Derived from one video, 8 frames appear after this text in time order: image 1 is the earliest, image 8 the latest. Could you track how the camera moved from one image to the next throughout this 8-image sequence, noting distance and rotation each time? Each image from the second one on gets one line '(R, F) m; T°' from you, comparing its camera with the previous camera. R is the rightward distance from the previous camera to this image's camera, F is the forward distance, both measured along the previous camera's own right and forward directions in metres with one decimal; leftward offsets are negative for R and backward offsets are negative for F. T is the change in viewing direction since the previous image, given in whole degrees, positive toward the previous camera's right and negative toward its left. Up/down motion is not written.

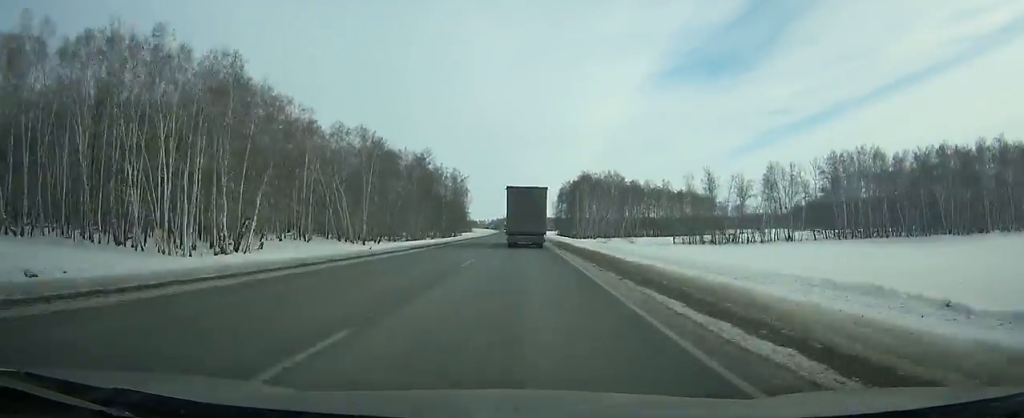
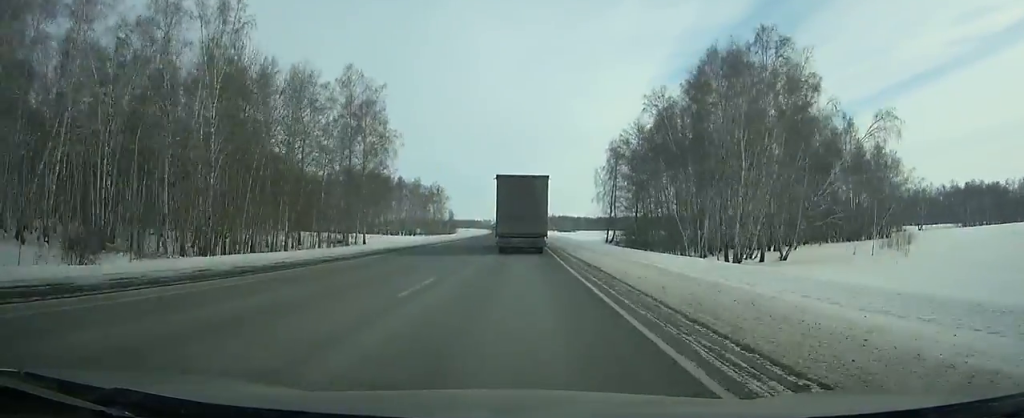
(-0.5, +136.4) m; -1°
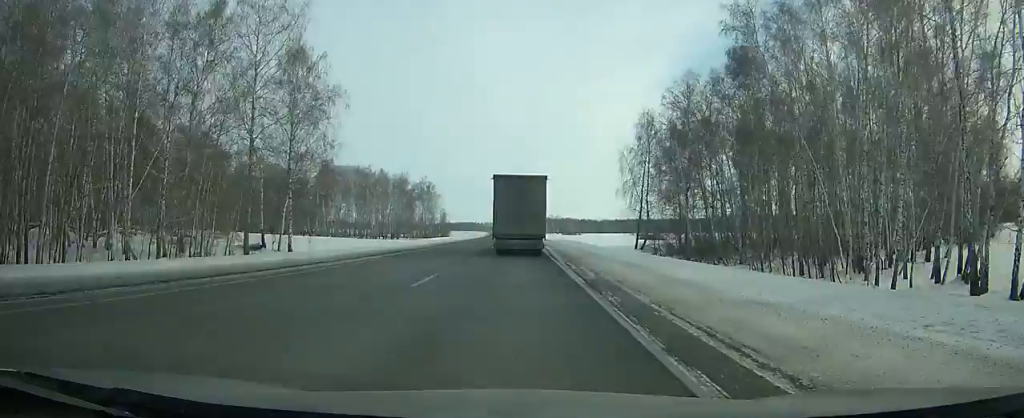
(0.0, +30.4) m; 0°
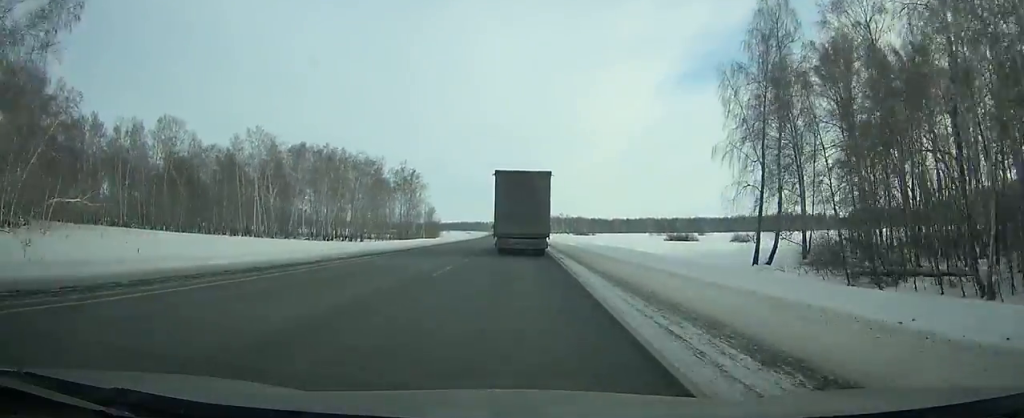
(-0.2, +45.8) m; -1°
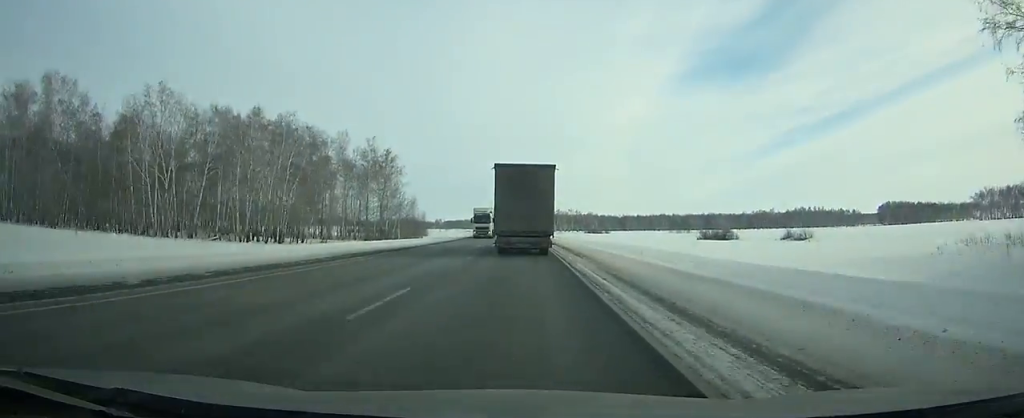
(0.0, +39.4) m; -1°
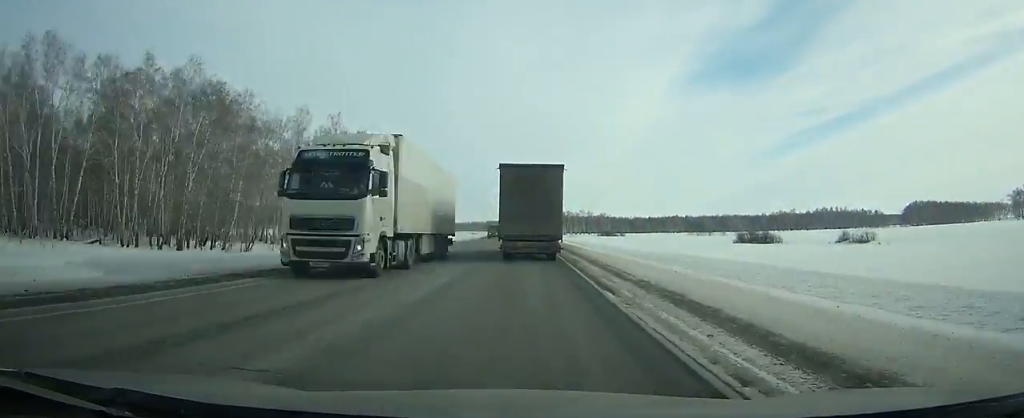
(-0.3, +29.2) m; -1°
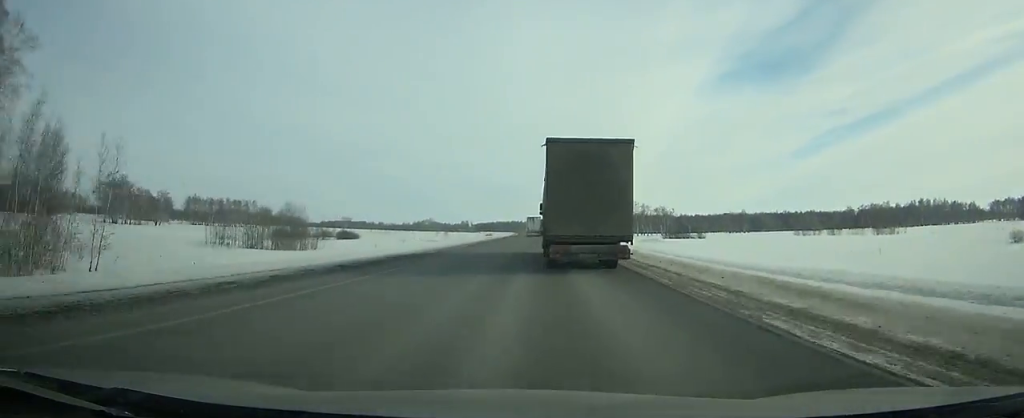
(-2.3, +108.6) m; -3°
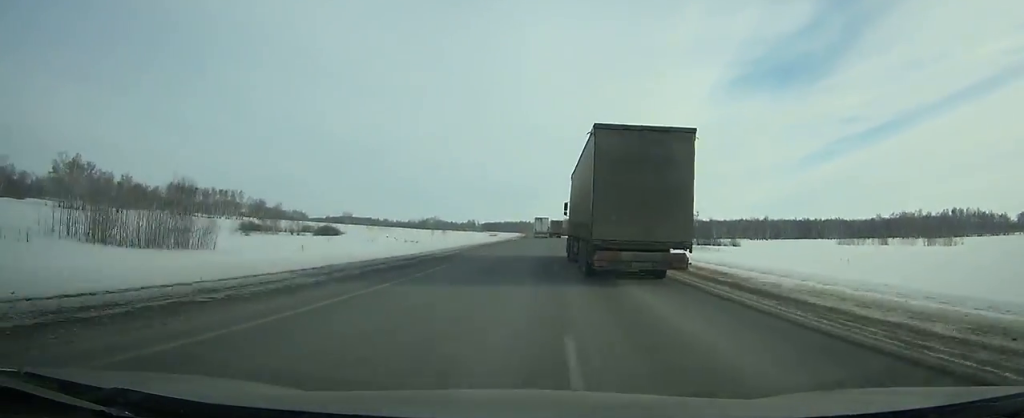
(-0.3, +29.7) m; 0°
